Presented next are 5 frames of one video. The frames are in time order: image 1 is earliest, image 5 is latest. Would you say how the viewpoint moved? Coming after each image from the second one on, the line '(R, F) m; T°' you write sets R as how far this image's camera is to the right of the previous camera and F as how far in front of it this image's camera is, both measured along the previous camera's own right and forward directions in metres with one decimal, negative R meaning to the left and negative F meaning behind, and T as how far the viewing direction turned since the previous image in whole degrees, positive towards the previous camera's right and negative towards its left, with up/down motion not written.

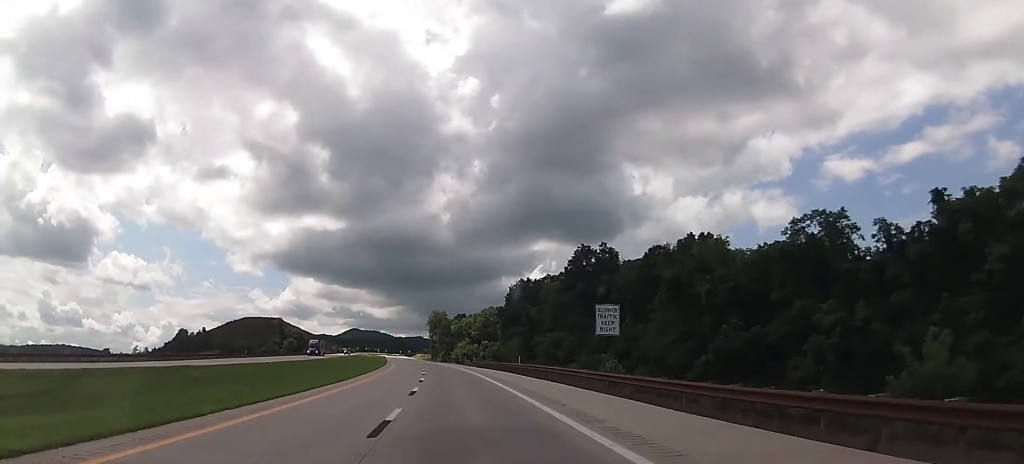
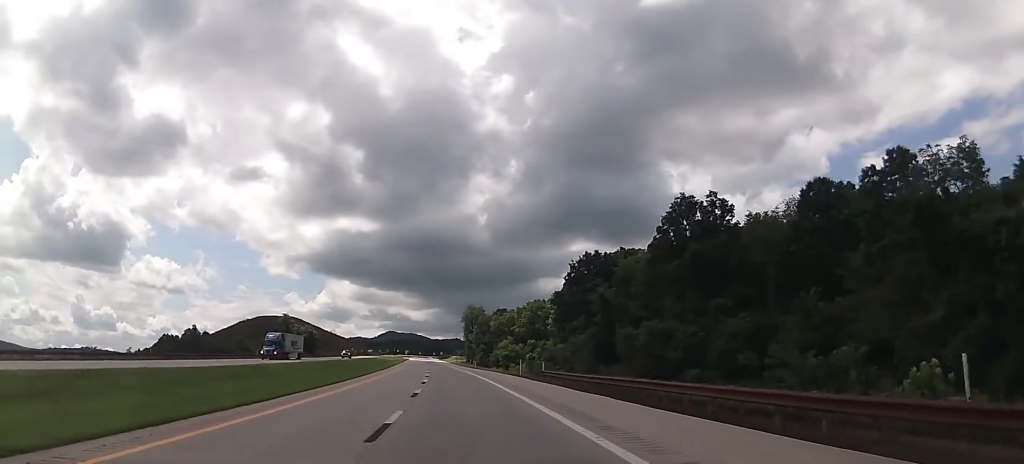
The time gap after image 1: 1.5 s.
(-1.6, +49.5) m; -3°
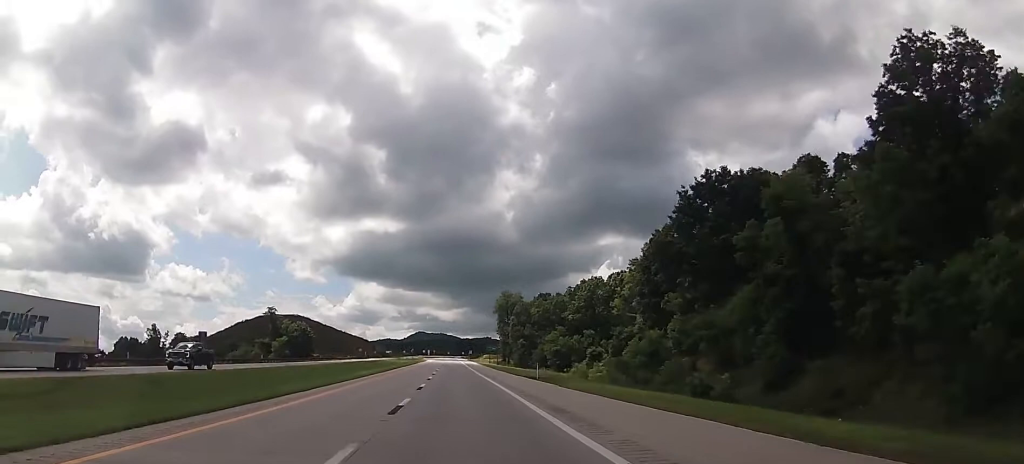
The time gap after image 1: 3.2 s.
(-1.4, +56.2) m; -2°
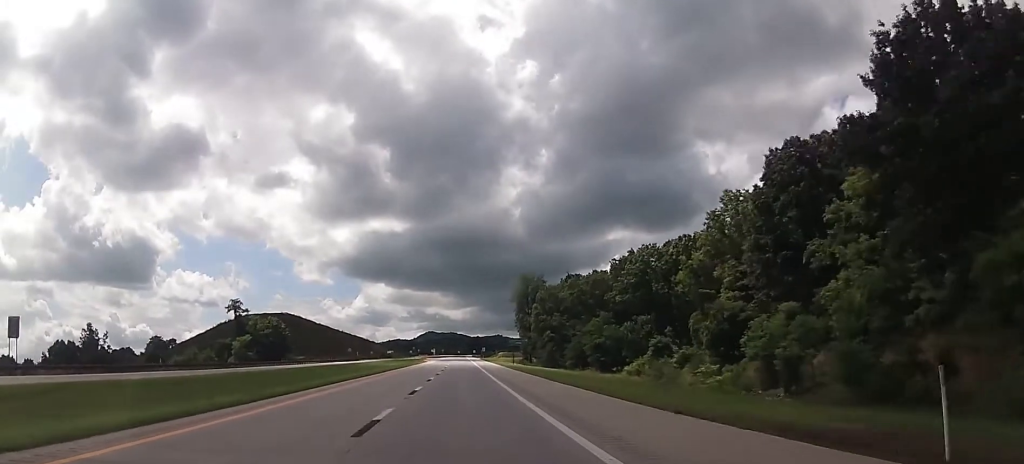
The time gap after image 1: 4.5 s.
(-0.4, +42.1) m; -1°
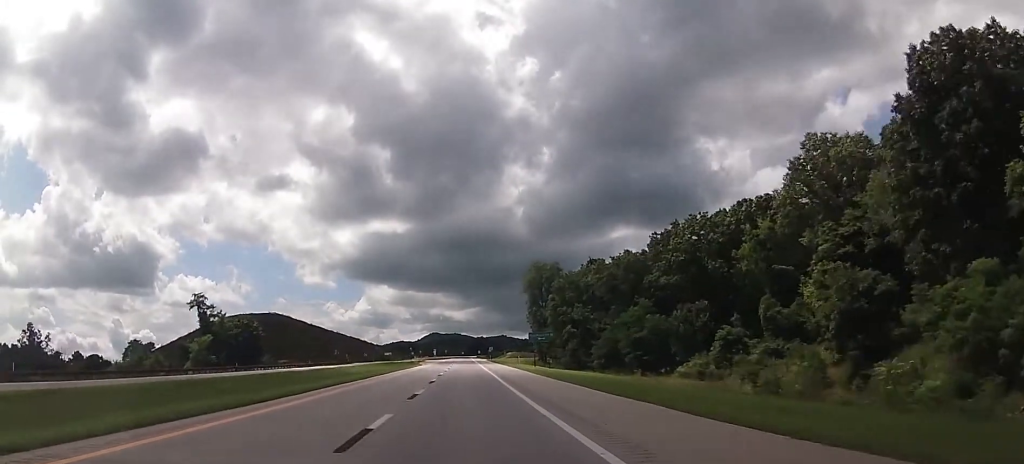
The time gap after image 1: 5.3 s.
(-0.2, +26.5) m; -1°
